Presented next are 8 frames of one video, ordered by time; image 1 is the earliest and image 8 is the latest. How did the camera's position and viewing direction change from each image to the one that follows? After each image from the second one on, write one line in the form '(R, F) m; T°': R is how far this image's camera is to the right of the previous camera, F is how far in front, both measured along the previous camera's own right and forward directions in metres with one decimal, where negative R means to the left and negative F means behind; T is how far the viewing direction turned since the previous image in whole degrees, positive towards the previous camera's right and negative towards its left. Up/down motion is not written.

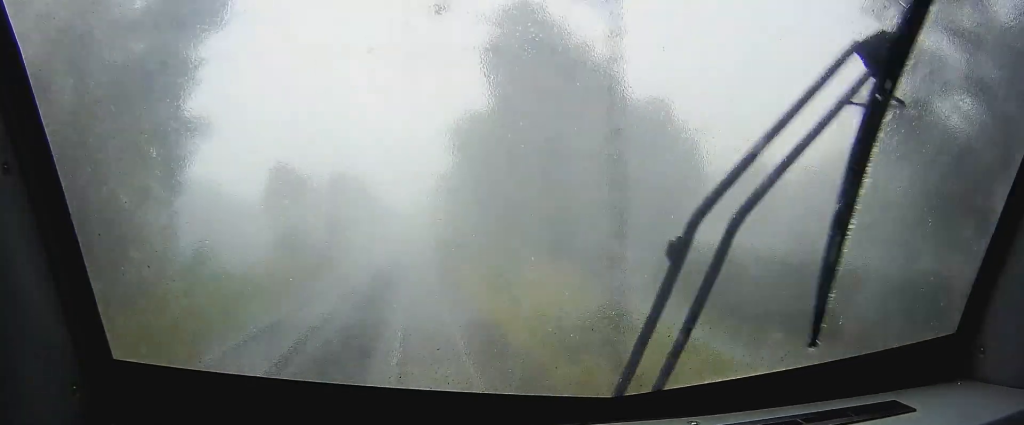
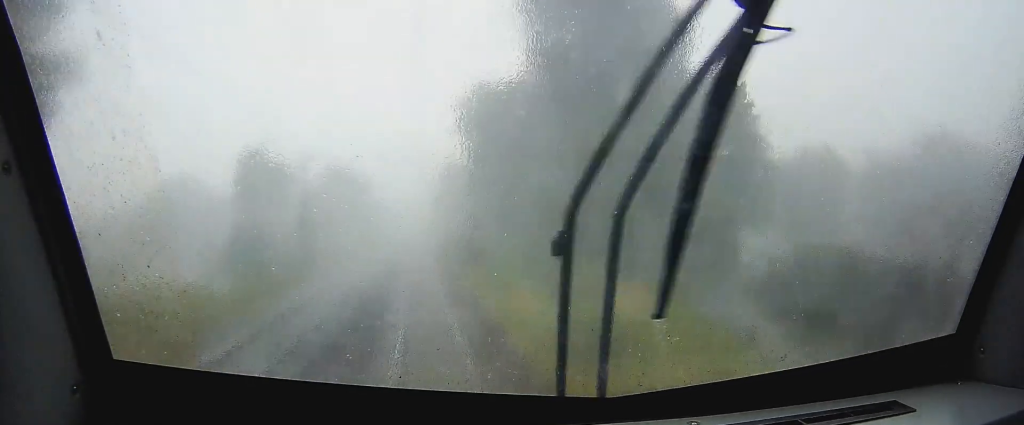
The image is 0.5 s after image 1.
(0.0, +17.8) m; 0°
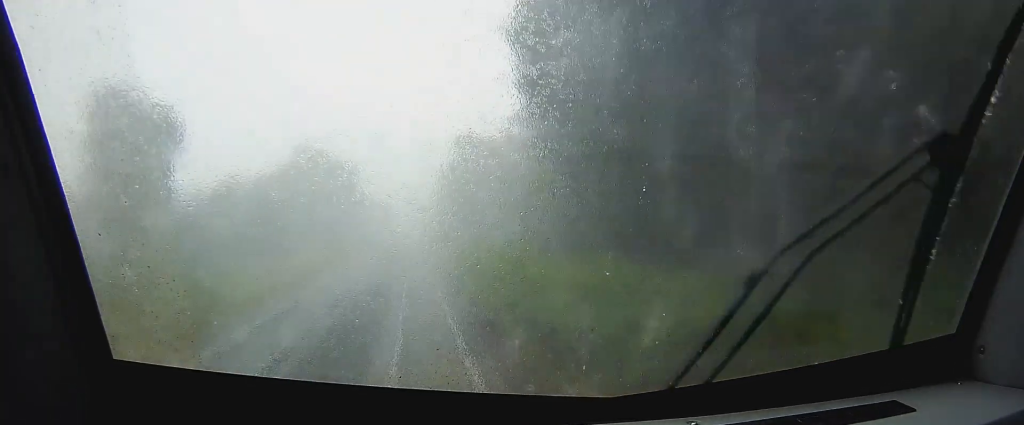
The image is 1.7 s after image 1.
(0.0, +38.5) m; 0°
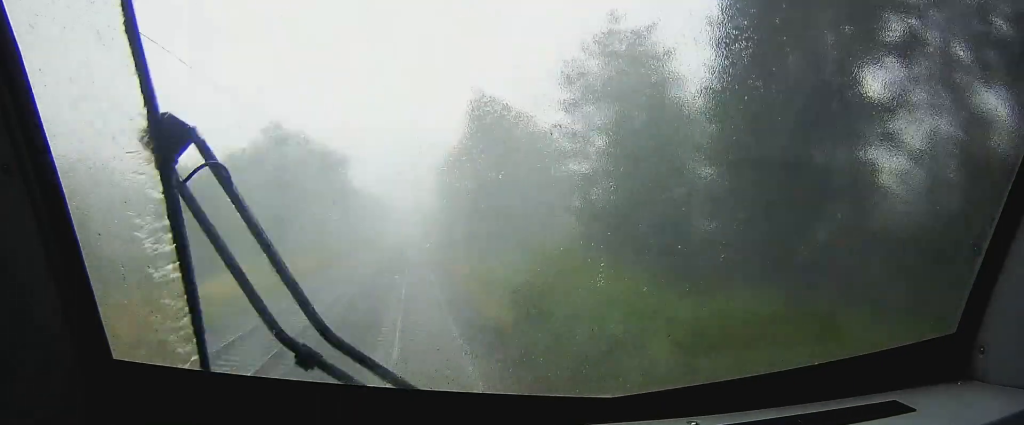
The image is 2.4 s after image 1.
(0.0, +22.9) m; 0°
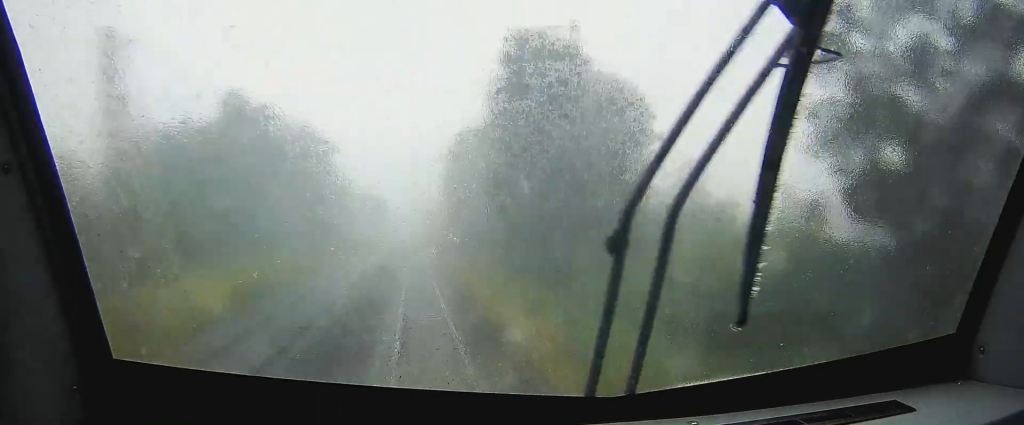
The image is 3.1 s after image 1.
(-0.1, +22.7) m; 0°
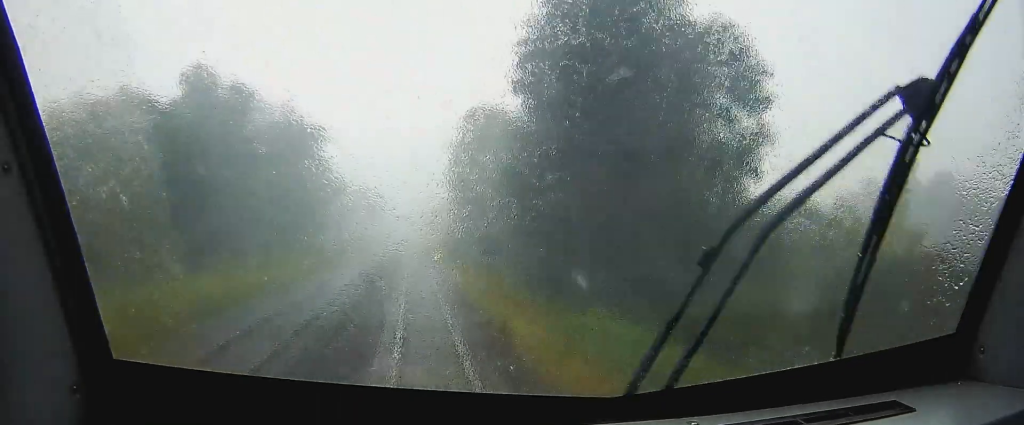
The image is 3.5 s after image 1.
(0.0, +12.9) m; 0°
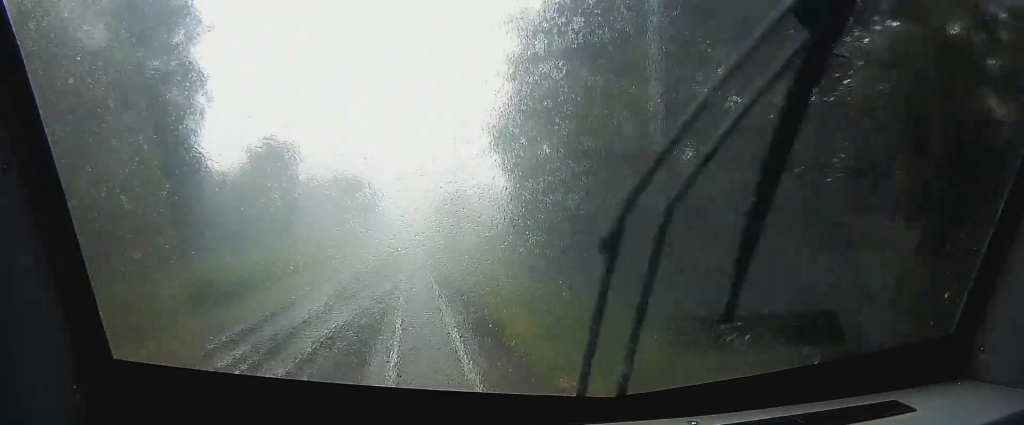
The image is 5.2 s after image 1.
(-0.3, +54.4) m; -1°
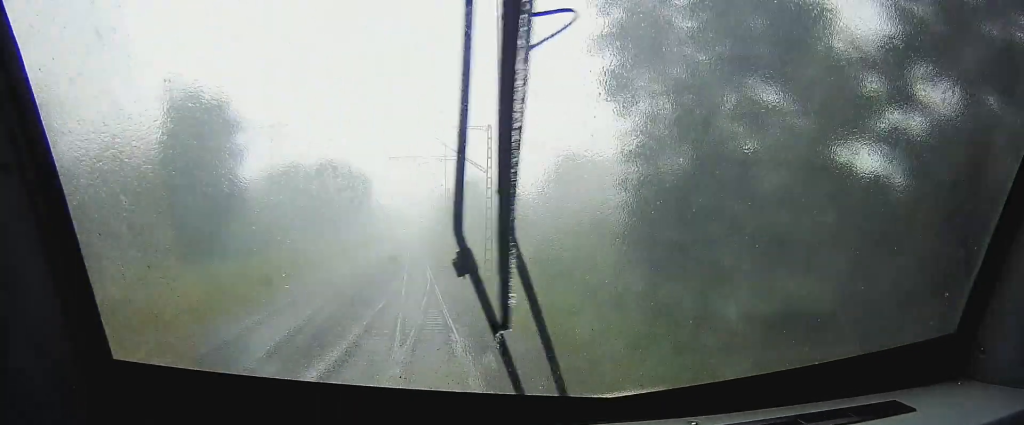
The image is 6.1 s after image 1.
(0.0, +27.6) m; 0°
